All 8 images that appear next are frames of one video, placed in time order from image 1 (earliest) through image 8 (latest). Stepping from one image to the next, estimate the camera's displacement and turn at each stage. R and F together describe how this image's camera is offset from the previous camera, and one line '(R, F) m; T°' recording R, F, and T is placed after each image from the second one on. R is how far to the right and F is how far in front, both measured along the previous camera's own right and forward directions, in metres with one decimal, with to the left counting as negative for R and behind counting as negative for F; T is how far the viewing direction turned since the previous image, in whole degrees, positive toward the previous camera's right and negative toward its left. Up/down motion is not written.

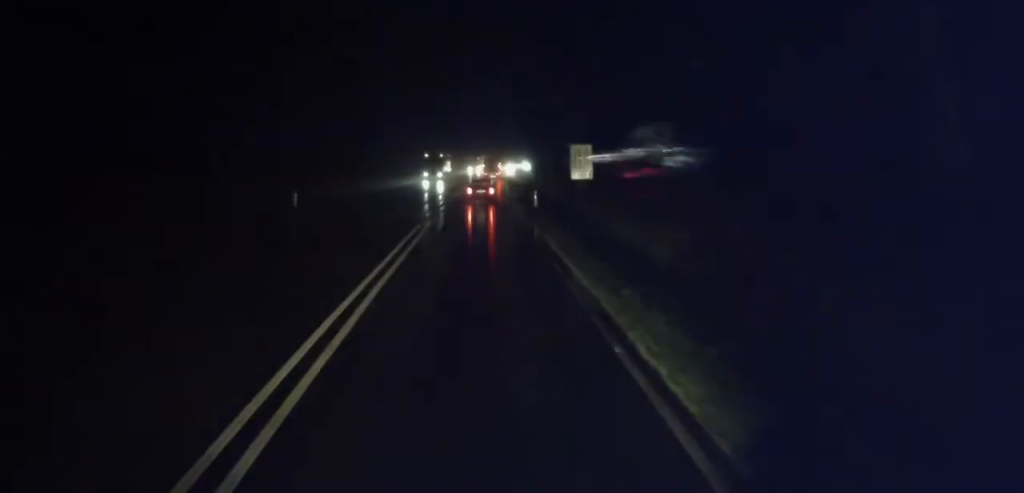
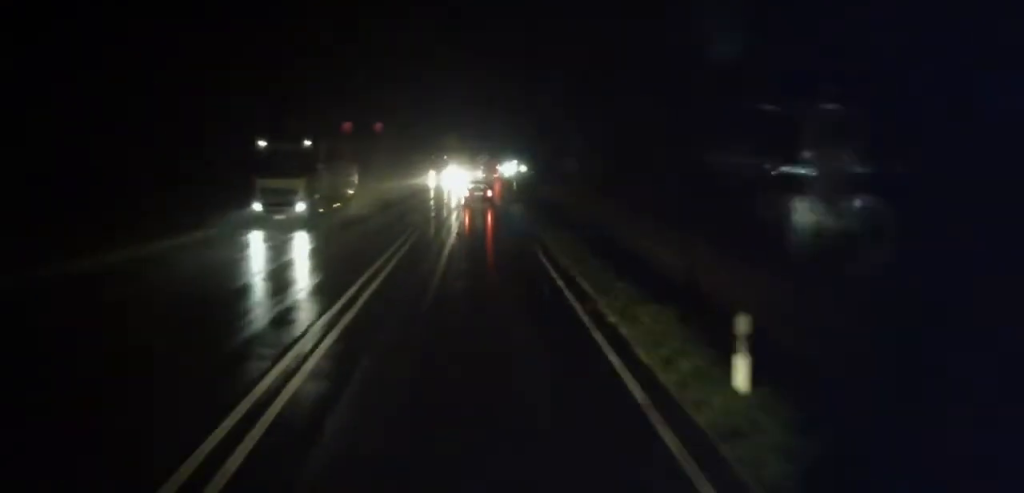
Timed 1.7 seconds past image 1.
(+0.5, +28.1) m; +1°
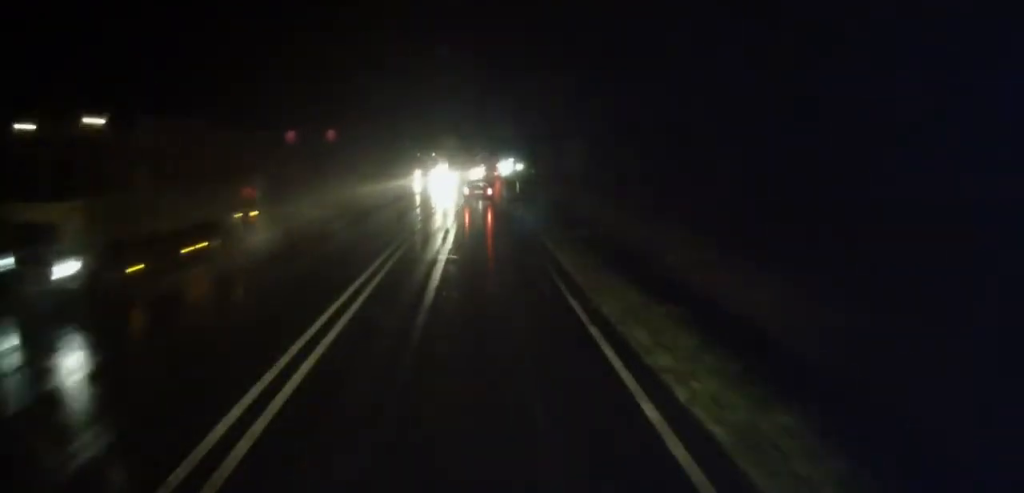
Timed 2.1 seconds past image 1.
(-0.1, +7.2) m; 0°
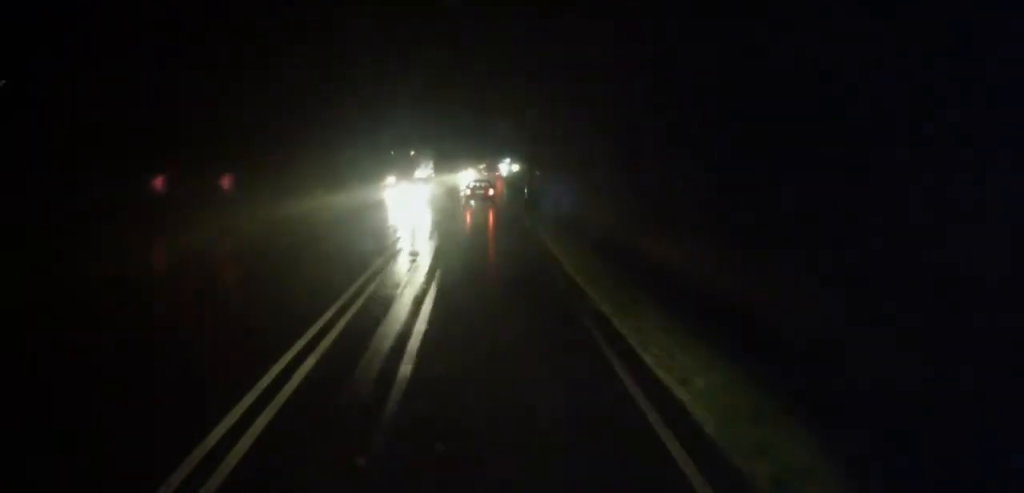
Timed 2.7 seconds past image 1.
(-0.1, +9.4) m; 0°
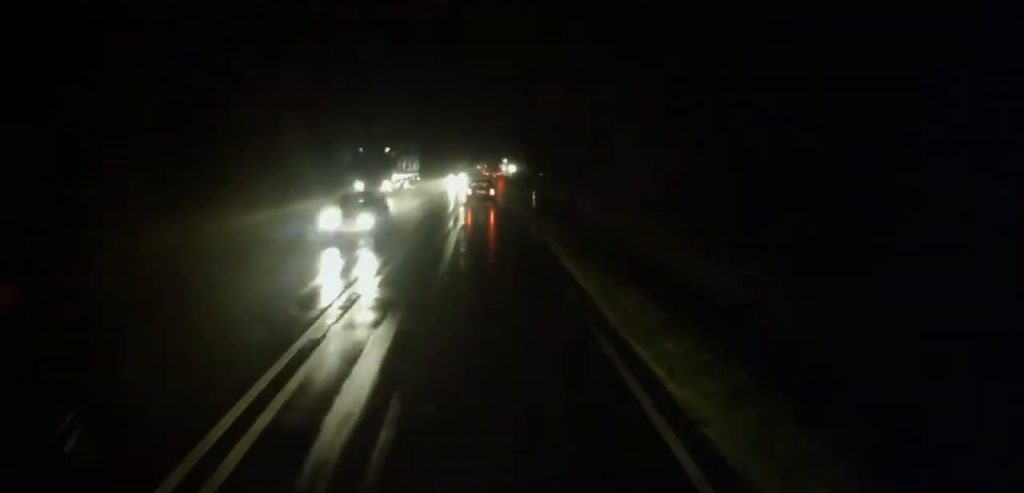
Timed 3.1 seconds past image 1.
(0.0, +6.6) m; 0°
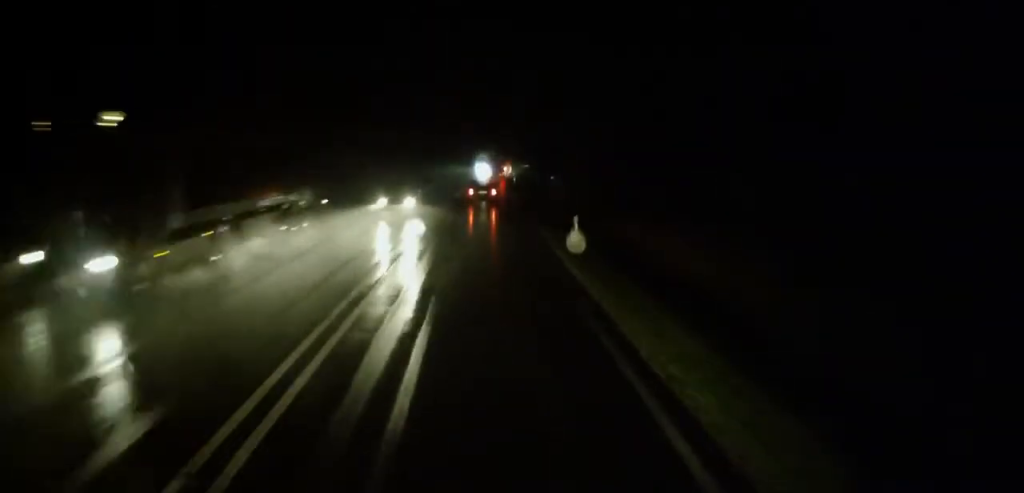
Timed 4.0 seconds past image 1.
(+0.2, +15.7) m; +1°
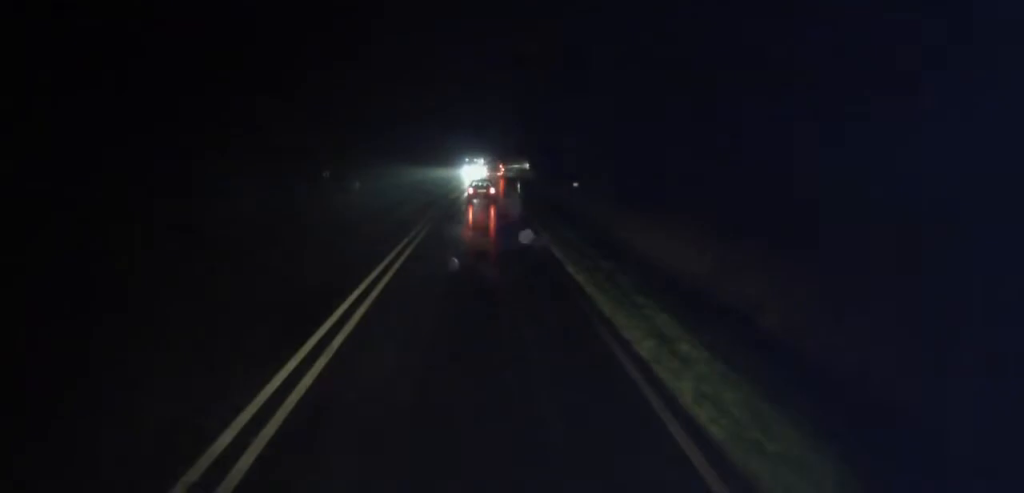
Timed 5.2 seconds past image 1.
(+0.2, +18.7) m; +1°
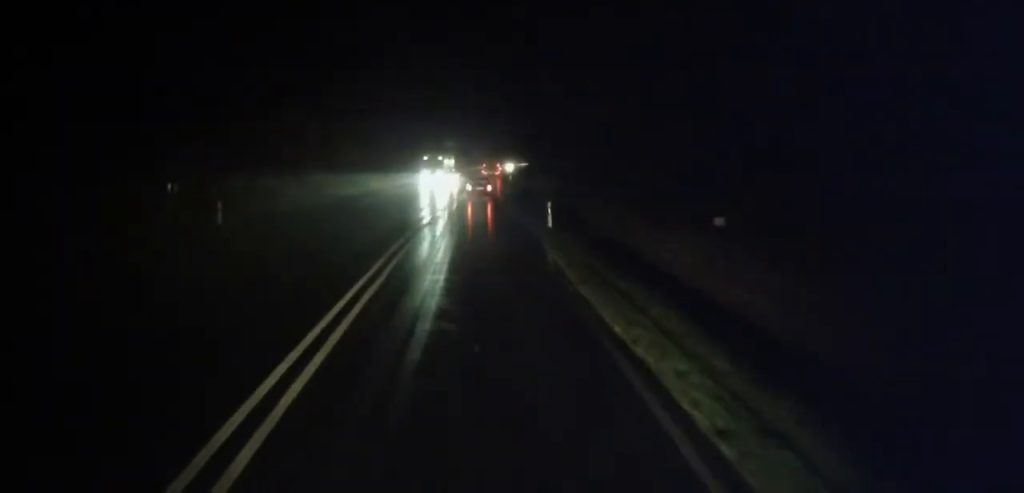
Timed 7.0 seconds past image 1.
(+0.4, +27.7) m; +2°
